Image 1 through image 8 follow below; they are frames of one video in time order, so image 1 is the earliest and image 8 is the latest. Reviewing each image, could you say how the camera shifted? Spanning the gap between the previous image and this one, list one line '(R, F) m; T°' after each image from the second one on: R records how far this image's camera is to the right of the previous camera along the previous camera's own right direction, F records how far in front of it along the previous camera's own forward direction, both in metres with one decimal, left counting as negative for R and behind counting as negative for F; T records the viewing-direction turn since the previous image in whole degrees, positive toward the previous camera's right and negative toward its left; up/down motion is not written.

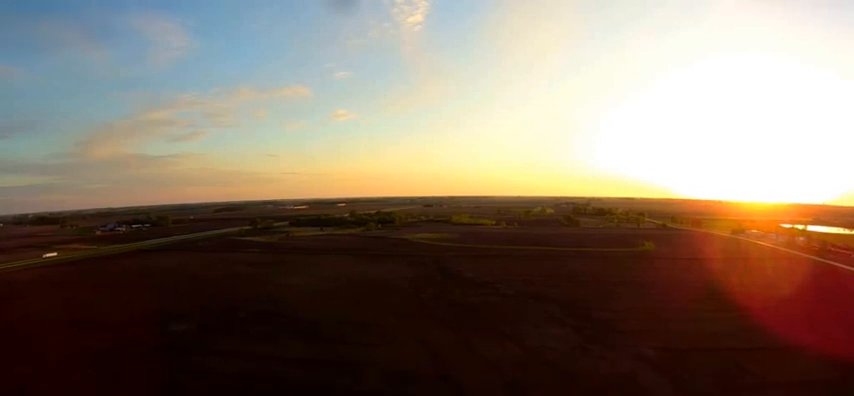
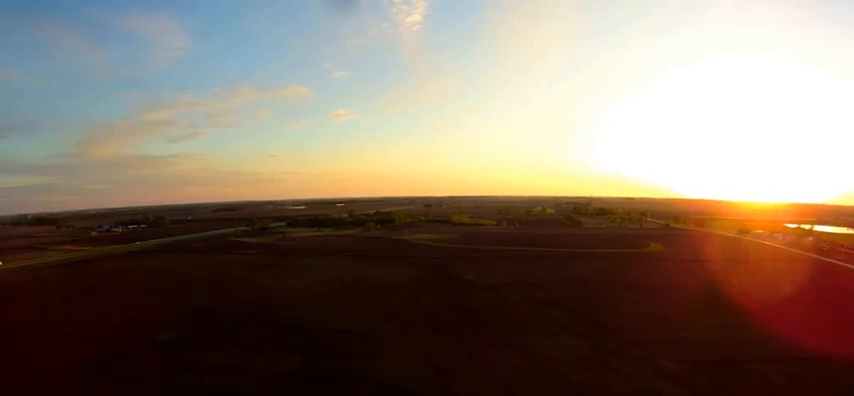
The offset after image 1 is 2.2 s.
(+0.1, +14.9) m; +1°
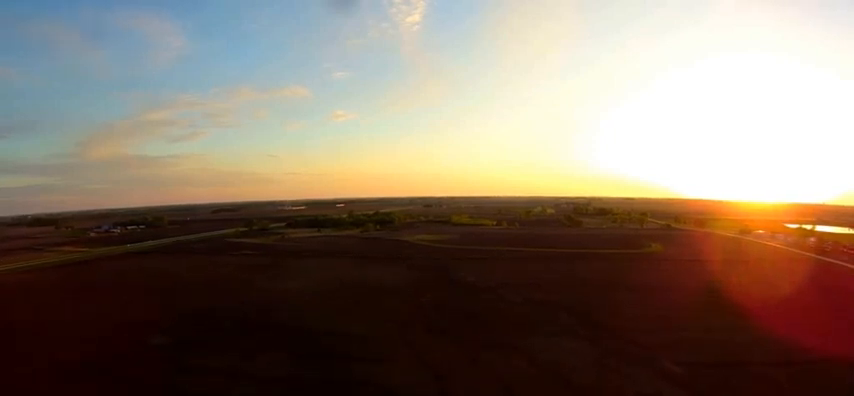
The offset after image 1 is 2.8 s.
(0.0, +3.5) m; 0°
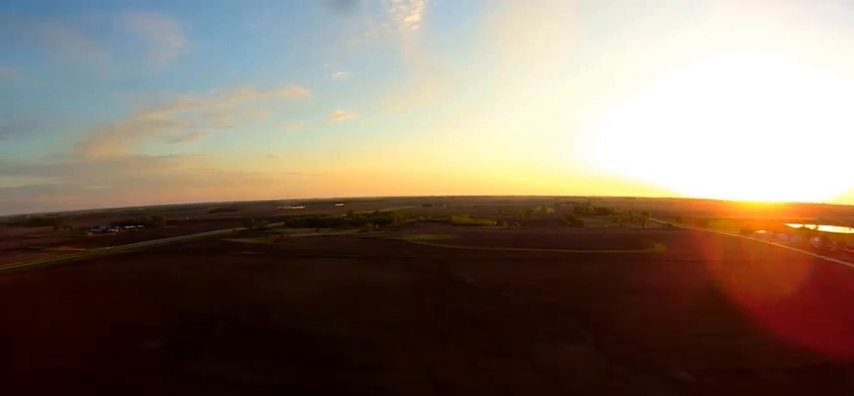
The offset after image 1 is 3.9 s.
(0.0, +7.3) m; 0°
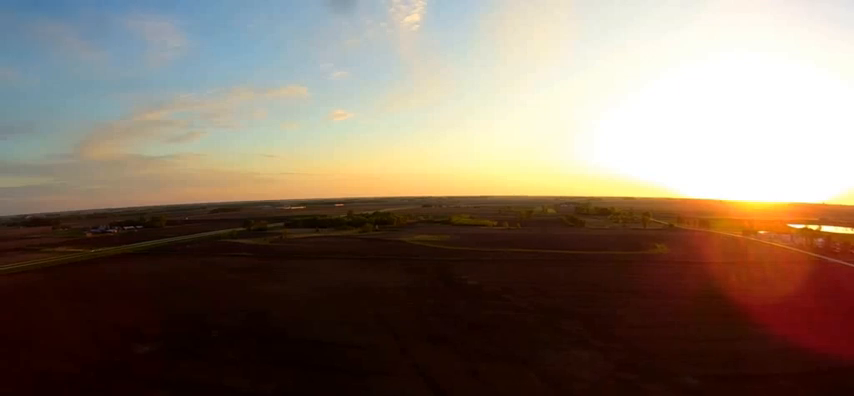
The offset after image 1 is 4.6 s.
(0.0, +4.9) m; 0°
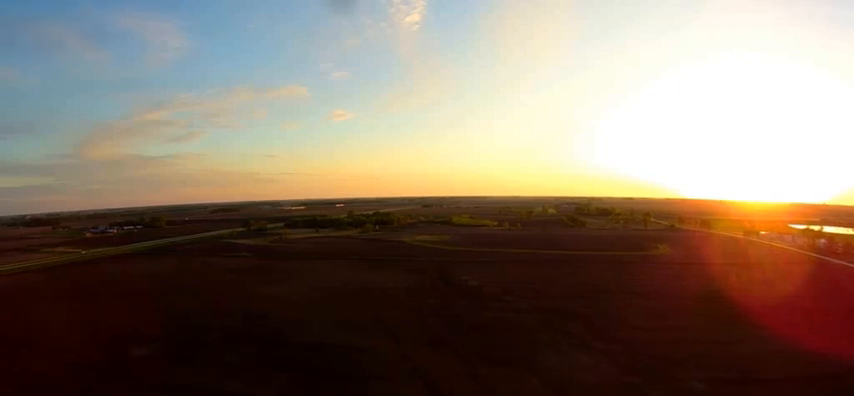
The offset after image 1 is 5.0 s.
(0.0, +2.9) m; 0°
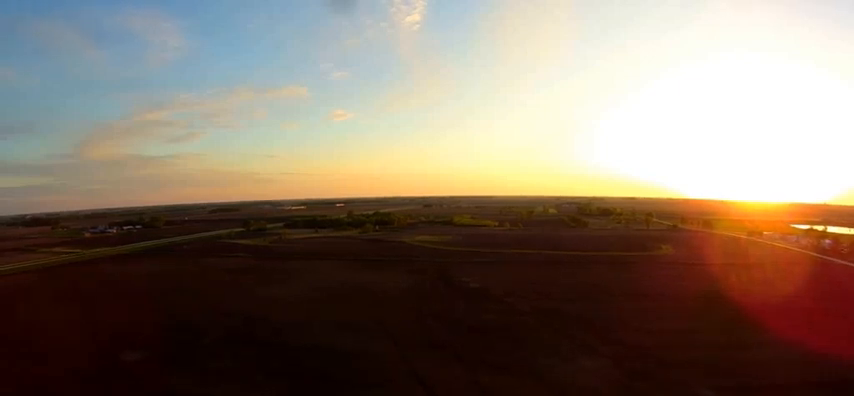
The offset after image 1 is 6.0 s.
(0.0, +6.1) m; 0°
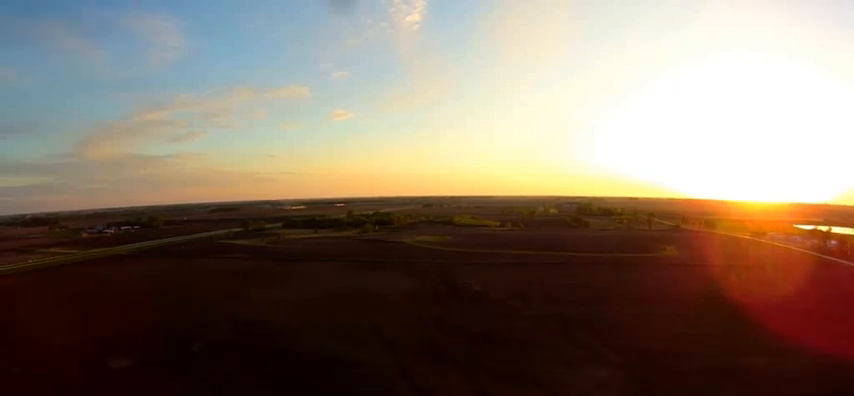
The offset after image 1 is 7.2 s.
(0.0, +8.1) m; 0°
